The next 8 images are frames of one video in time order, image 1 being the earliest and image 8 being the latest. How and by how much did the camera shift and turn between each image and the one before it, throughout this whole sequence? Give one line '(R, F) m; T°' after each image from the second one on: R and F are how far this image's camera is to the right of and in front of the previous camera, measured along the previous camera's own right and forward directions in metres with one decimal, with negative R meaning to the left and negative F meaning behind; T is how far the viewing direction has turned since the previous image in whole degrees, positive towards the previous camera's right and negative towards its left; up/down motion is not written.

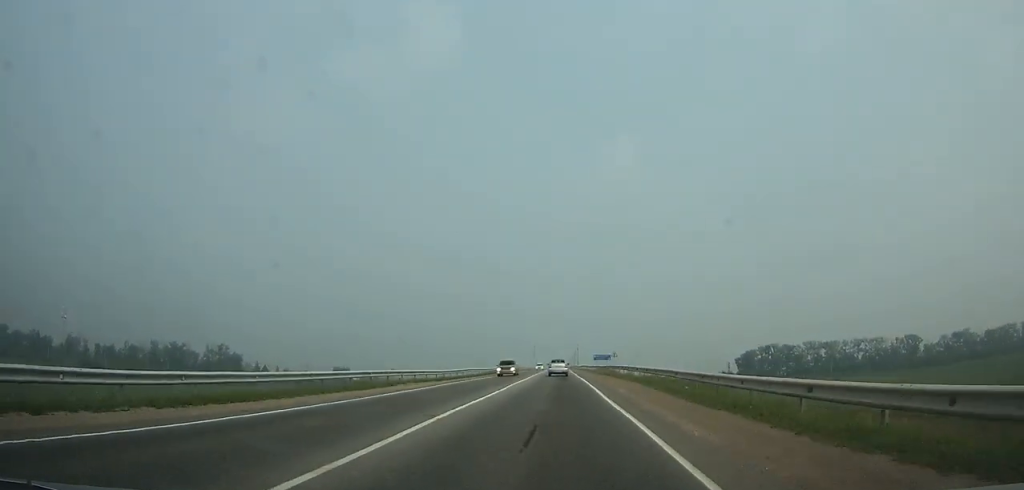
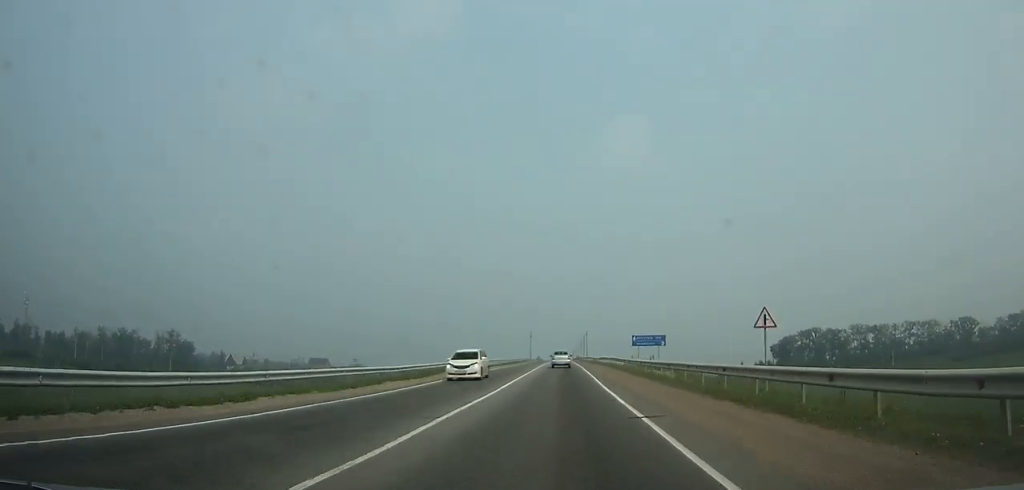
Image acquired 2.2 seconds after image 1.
(-0.9, +57.6) m; -1°
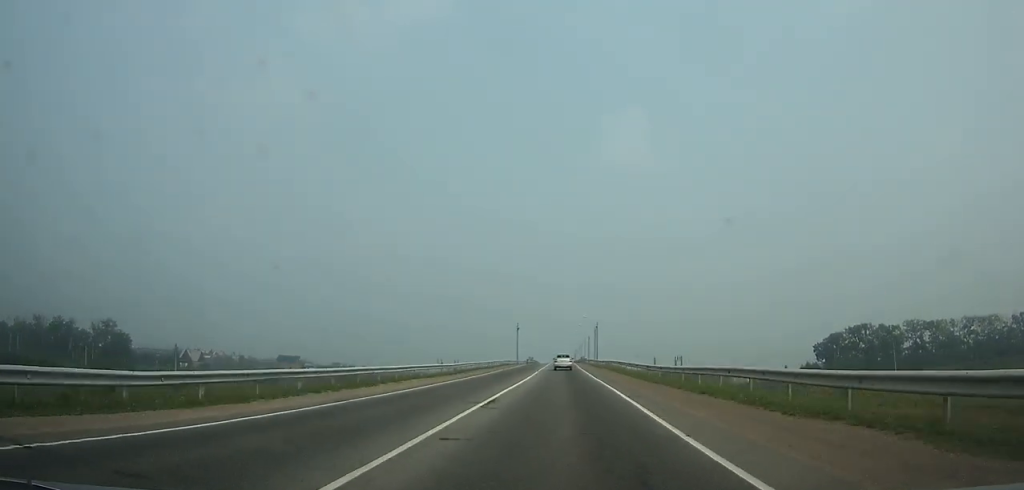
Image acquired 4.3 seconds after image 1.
(-0.4, +53.4) m; 0°
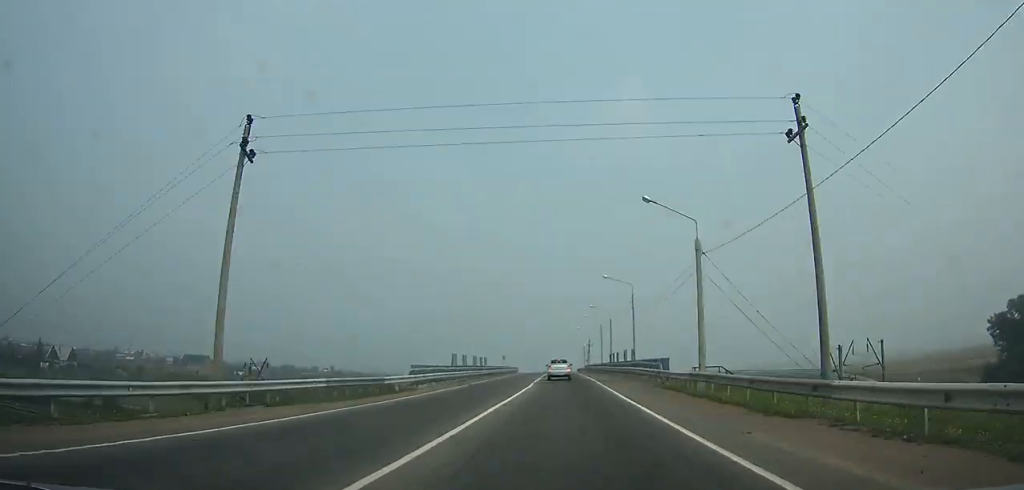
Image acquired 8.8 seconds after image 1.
(-0.1, +99.2) m; 0°
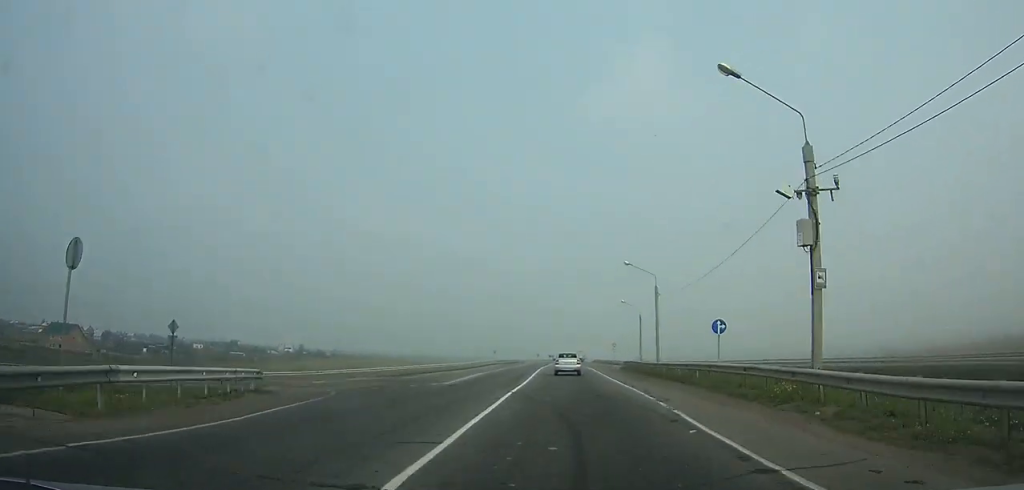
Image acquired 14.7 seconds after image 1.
(-0.7, +108.7) m; -1°
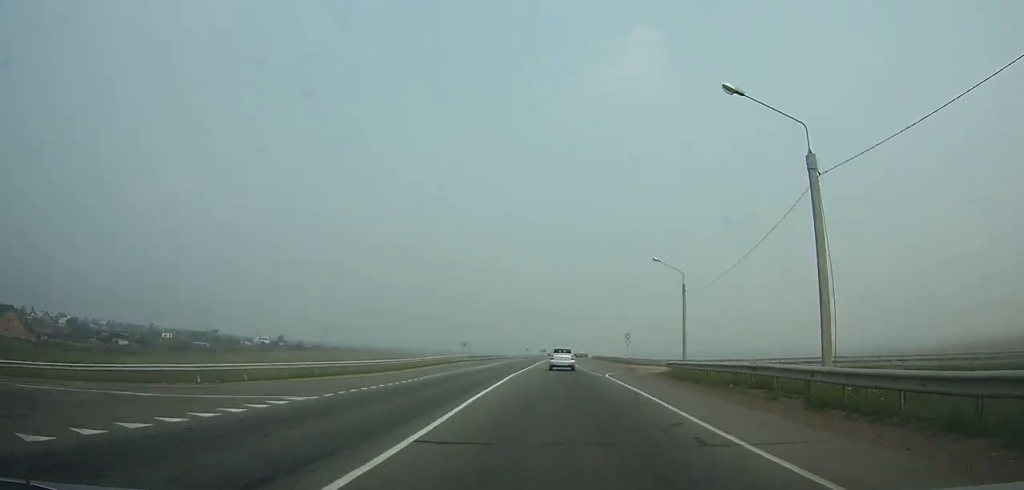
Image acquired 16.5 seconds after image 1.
(0.0, +32.3) m; 0°
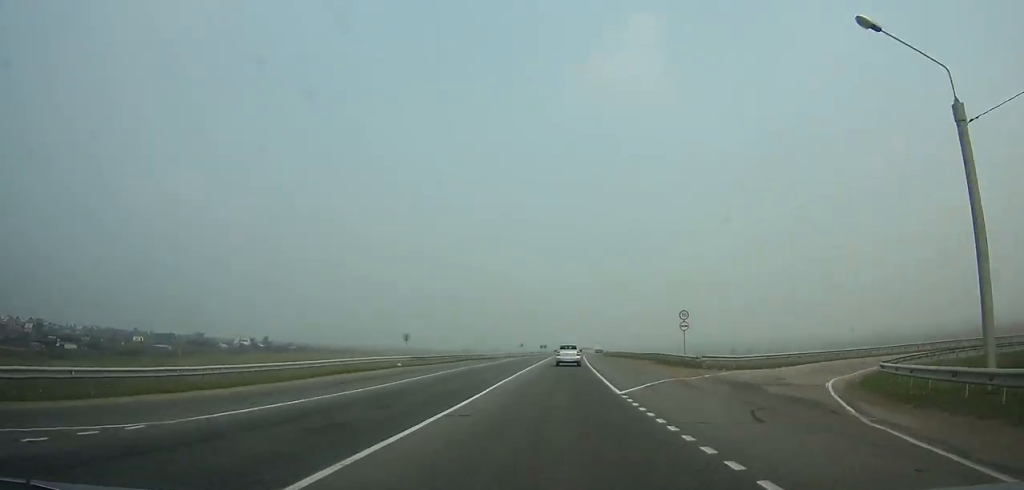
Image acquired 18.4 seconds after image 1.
(0.0, +34.7) m; 0°
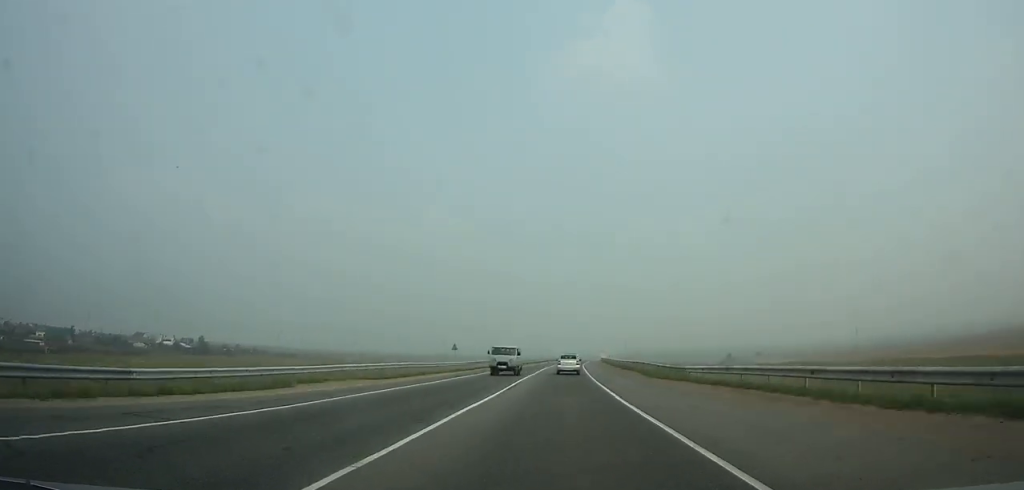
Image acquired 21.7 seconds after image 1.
(+0.6, +61.6) m; +1°
